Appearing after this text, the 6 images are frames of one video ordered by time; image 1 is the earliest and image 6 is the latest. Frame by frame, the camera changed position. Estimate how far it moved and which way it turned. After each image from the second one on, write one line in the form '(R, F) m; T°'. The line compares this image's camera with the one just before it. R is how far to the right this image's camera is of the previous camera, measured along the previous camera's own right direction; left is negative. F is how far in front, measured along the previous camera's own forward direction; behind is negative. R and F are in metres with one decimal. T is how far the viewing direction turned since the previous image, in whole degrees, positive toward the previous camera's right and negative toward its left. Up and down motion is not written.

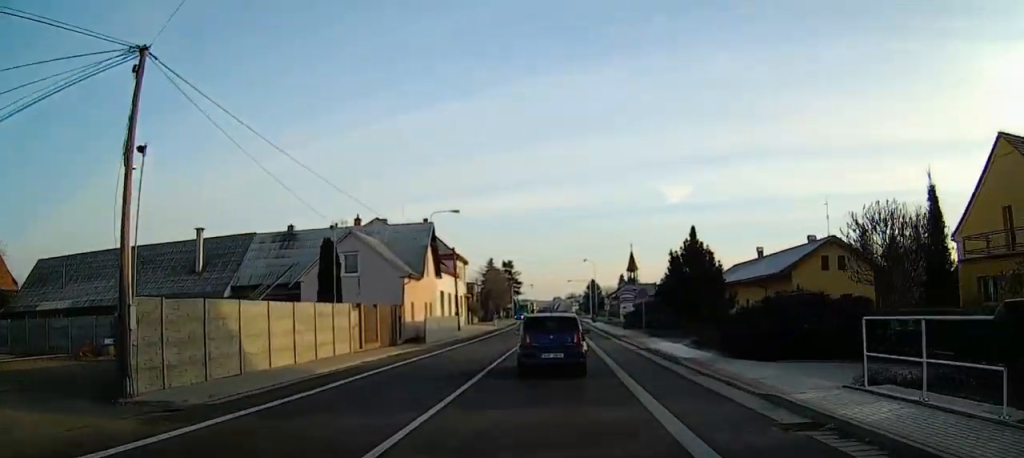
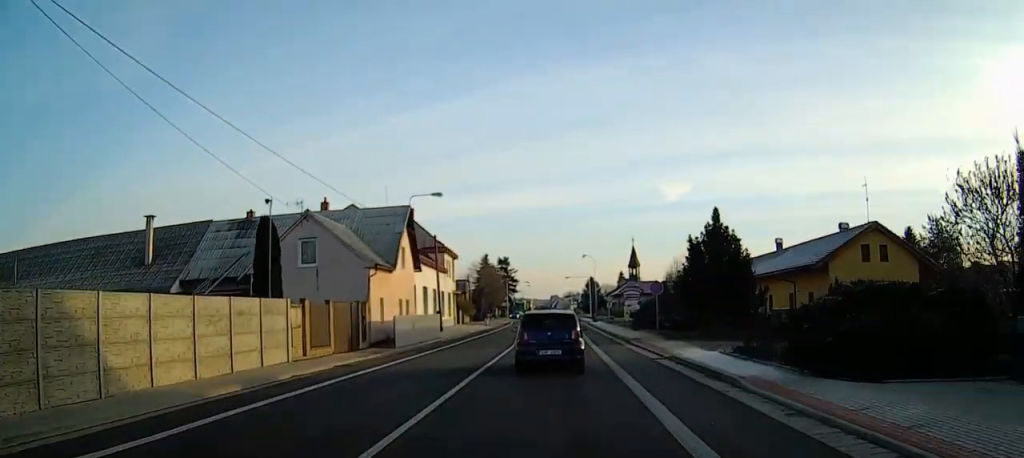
(-0.7, +6.7) m; 0°
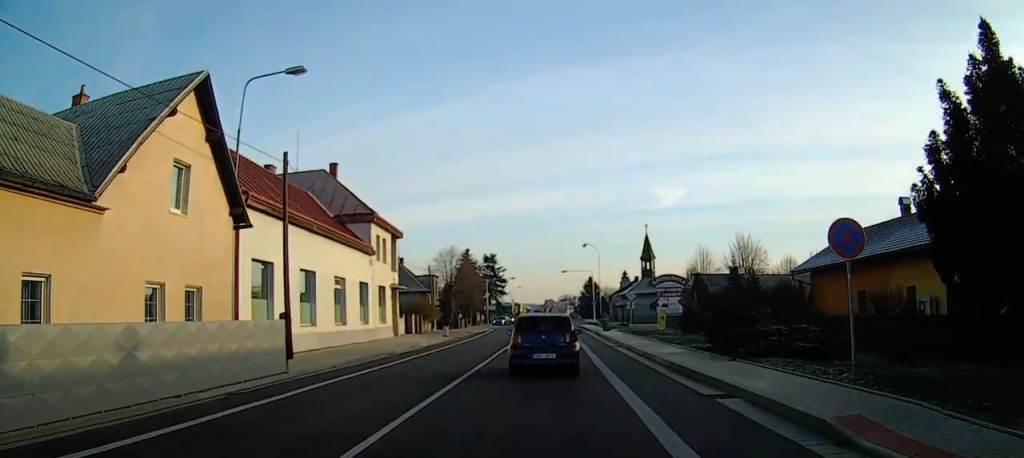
(-0.3, +24.6) m; -1°
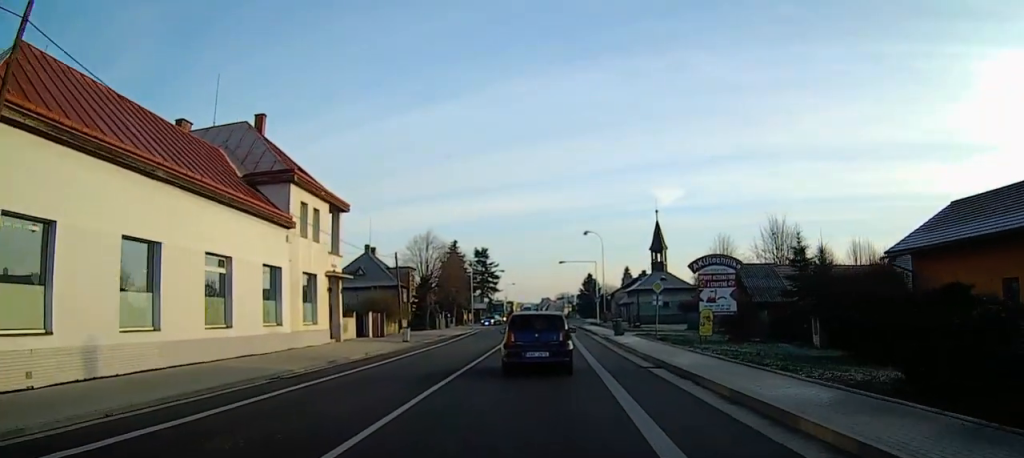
(+0.1, +13.1) m; +4°
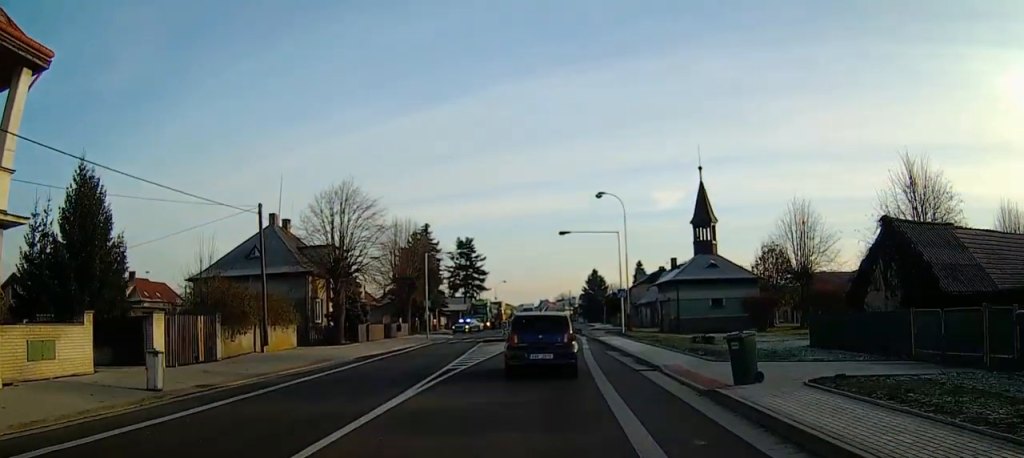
(+0.5, +28.7) m; -2°
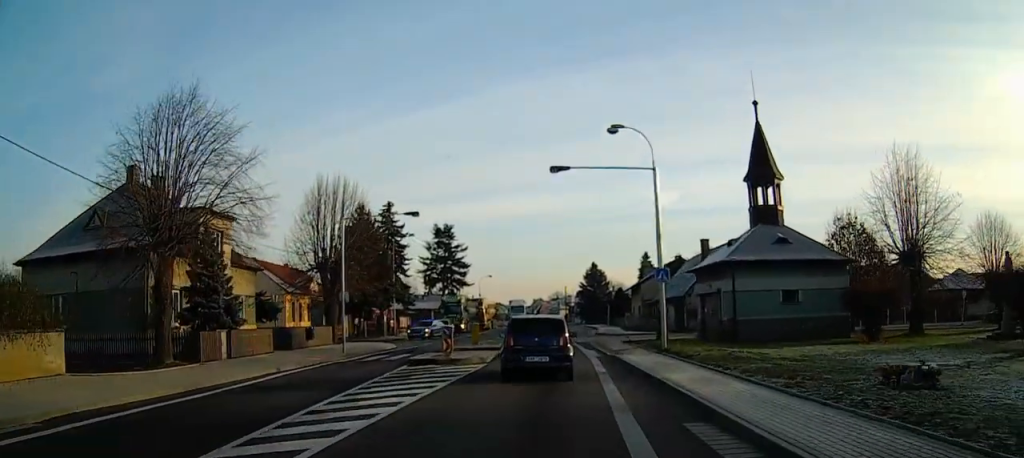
(-0.1, +18.8) m; -1°
